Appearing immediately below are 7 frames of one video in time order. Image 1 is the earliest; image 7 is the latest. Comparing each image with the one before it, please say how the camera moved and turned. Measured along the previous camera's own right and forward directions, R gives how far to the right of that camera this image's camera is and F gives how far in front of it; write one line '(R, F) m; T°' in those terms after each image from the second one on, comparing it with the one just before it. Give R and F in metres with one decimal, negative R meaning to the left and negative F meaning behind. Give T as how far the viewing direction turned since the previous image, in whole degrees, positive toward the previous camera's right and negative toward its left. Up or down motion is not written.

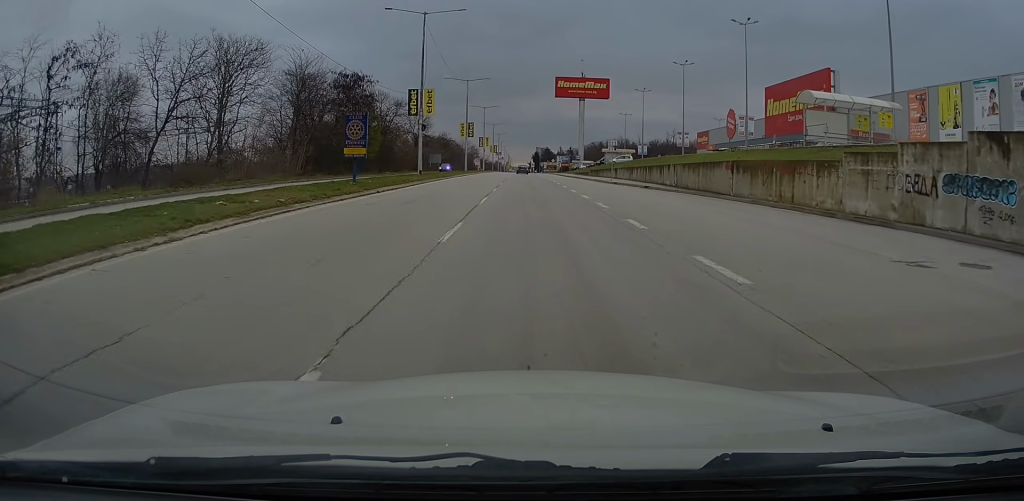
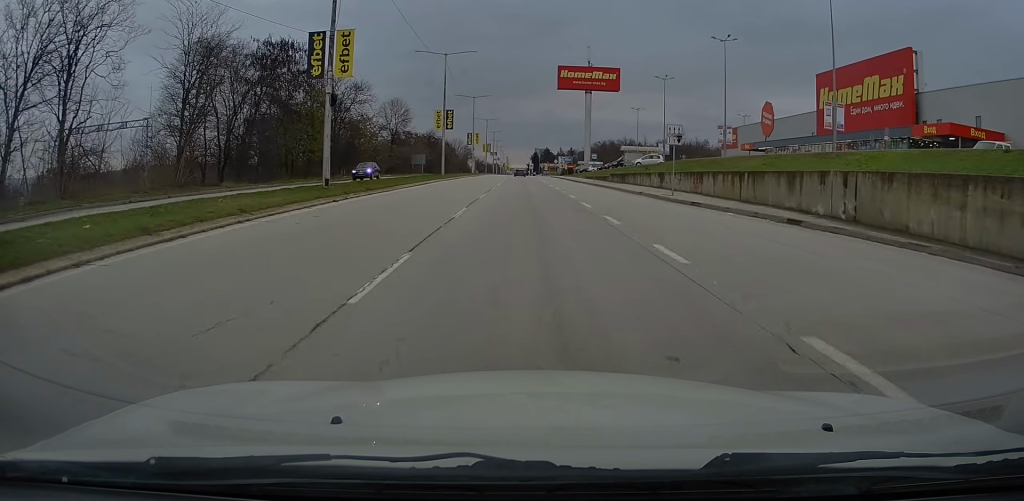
(-0.3, +21.9) m; -1°
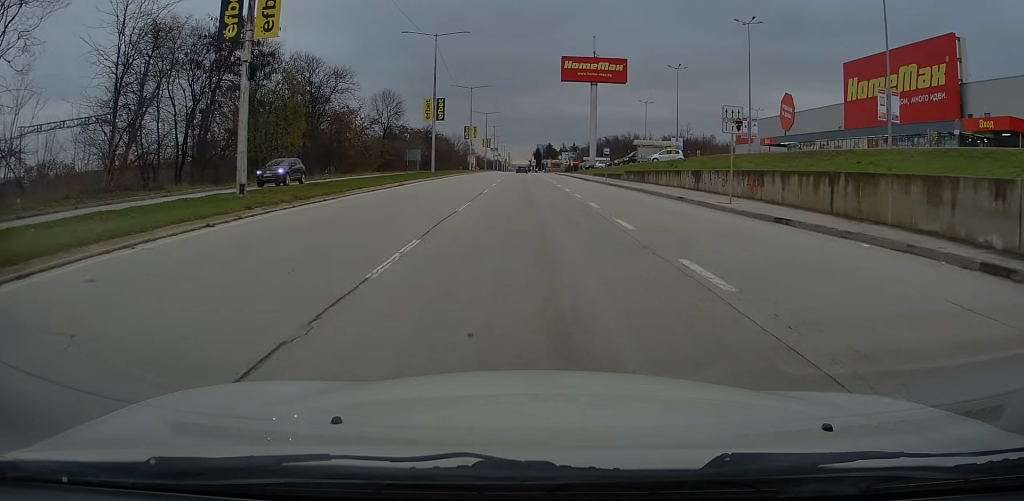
(0.0, +8.0) m; 0°
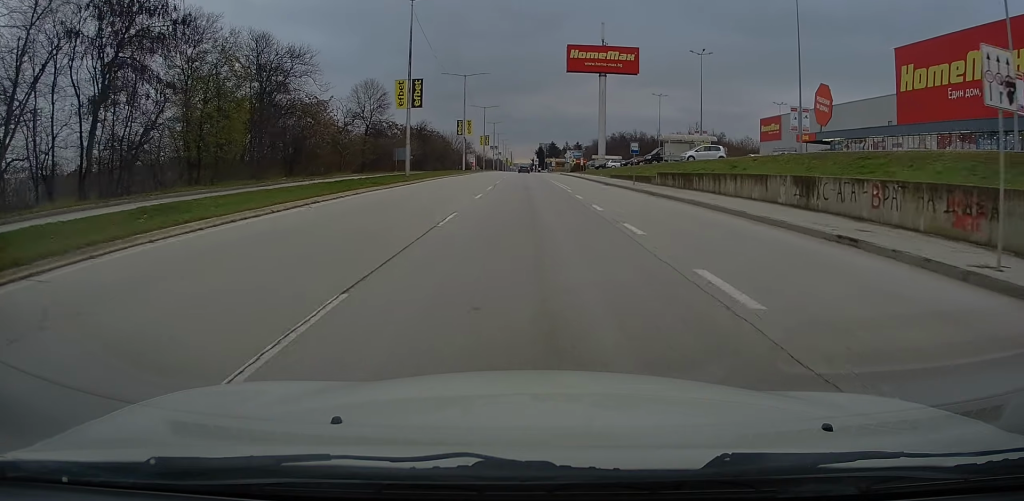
(0.0, +12.8) m; 0°
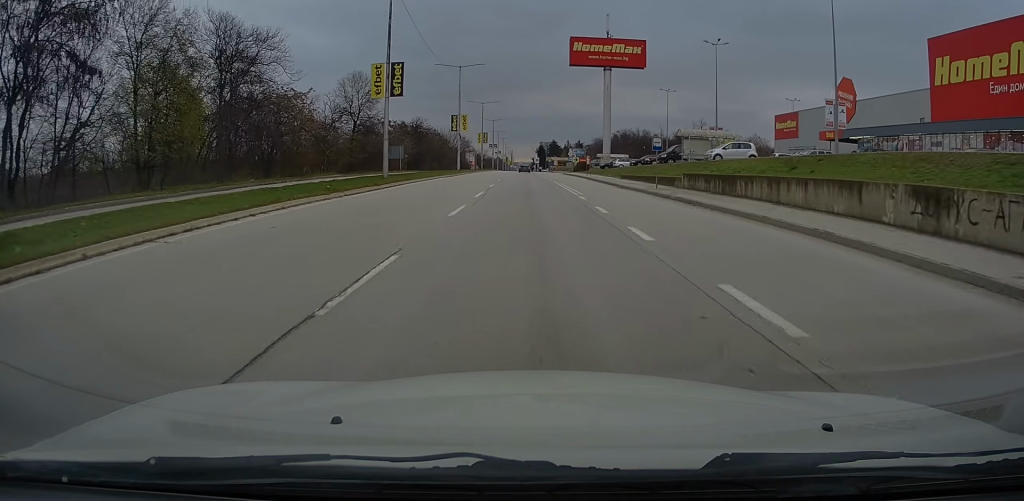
(0.0, +7.0) m; 0°
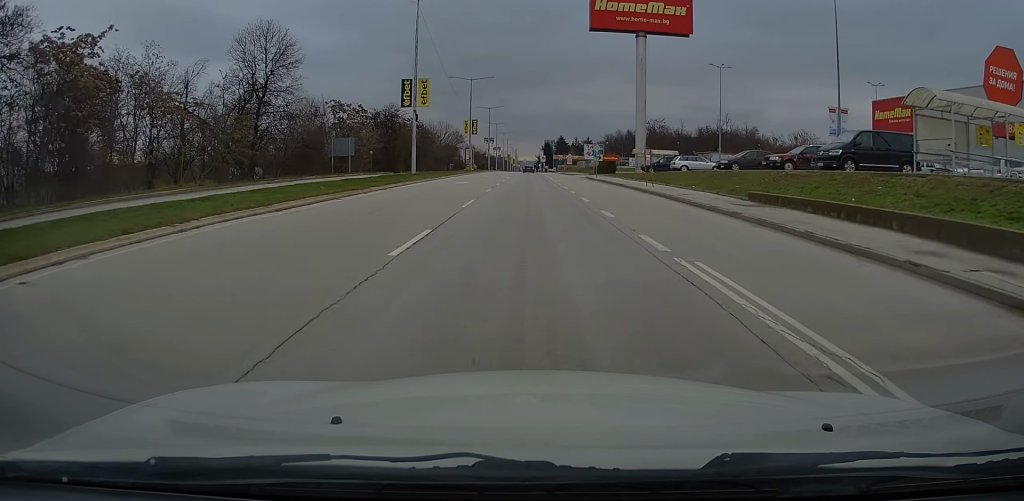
(+0.1, +32.6) m; 0°
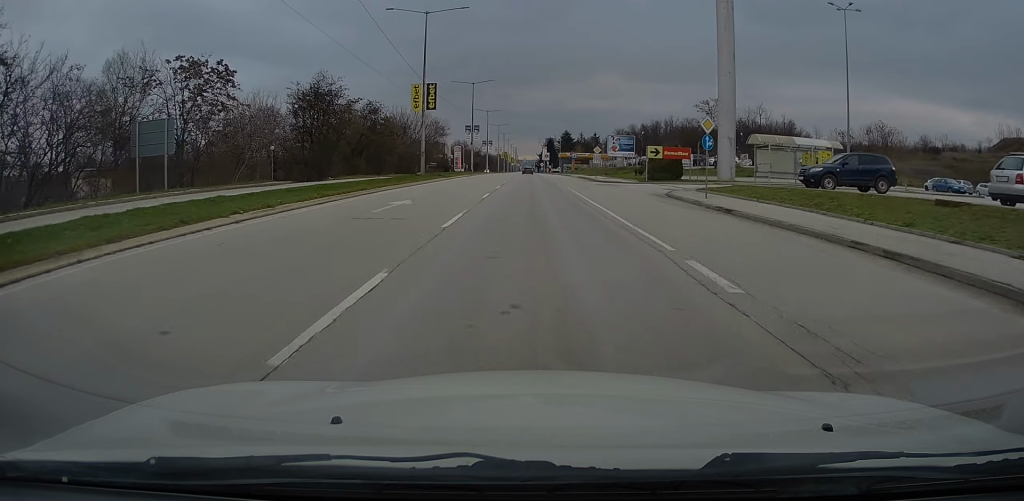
(-0.8, +39.3) m; -1°
